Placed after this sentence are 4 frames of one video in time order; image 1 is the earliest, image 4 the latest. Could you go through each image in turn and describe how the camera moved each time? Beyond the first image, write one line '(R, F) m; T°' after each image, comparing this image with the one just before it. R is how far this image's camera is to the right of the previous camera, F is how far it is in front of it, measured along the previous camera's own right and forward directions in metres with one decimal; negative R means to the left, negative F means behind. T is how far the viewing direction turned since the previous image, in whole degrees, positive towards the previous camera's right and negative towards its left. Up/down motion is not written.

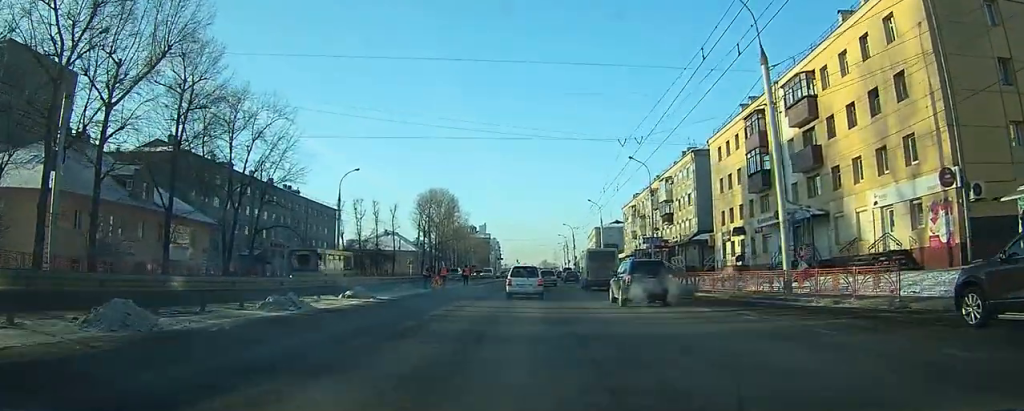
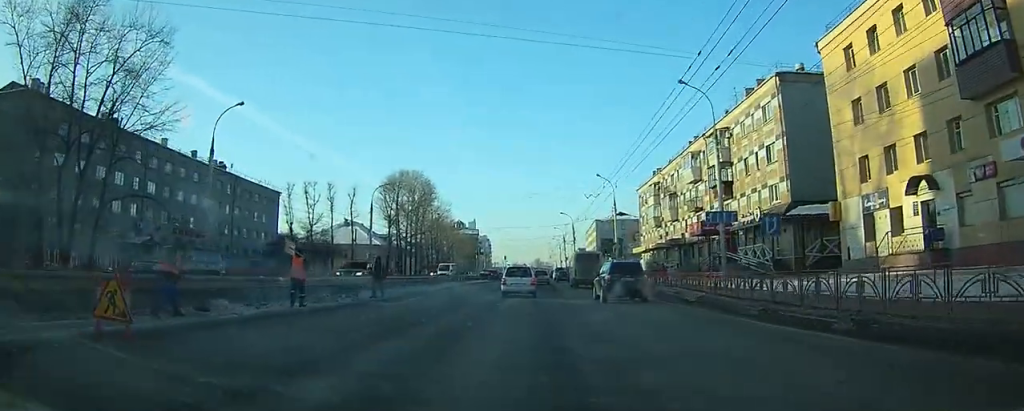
(-0.2, +24.6) m; -1°
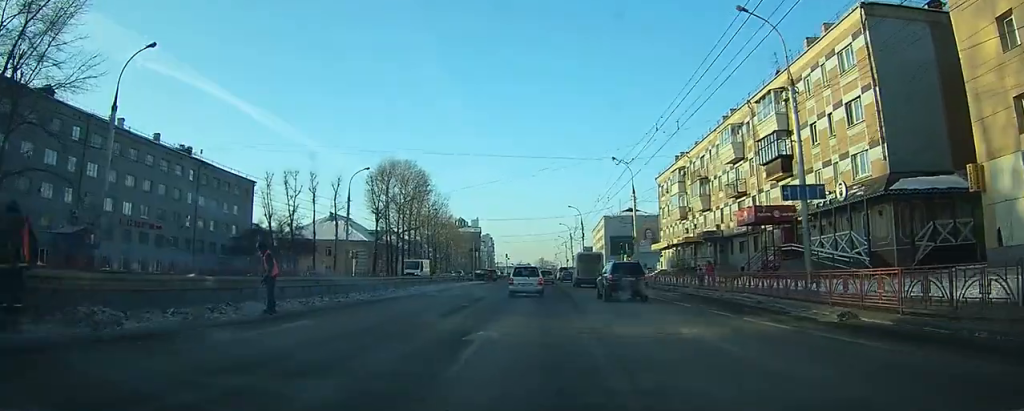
(0.0, +11.0) m; 0°
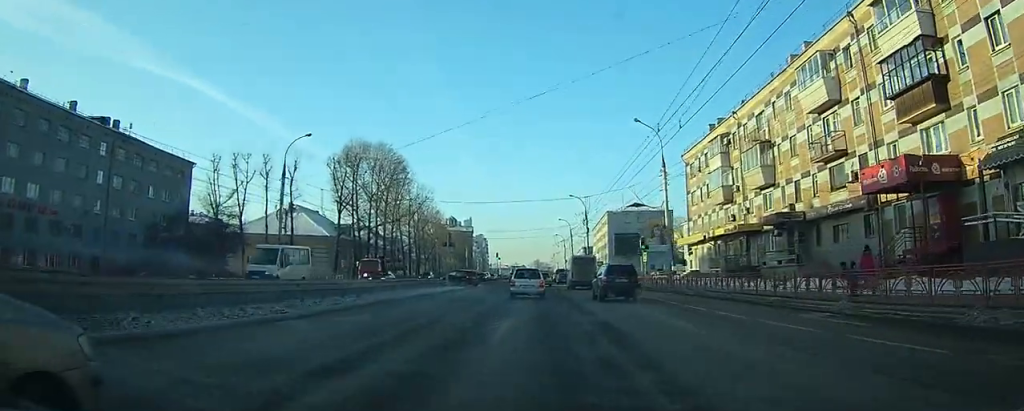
(+0.1, +16.5) m; +1°
